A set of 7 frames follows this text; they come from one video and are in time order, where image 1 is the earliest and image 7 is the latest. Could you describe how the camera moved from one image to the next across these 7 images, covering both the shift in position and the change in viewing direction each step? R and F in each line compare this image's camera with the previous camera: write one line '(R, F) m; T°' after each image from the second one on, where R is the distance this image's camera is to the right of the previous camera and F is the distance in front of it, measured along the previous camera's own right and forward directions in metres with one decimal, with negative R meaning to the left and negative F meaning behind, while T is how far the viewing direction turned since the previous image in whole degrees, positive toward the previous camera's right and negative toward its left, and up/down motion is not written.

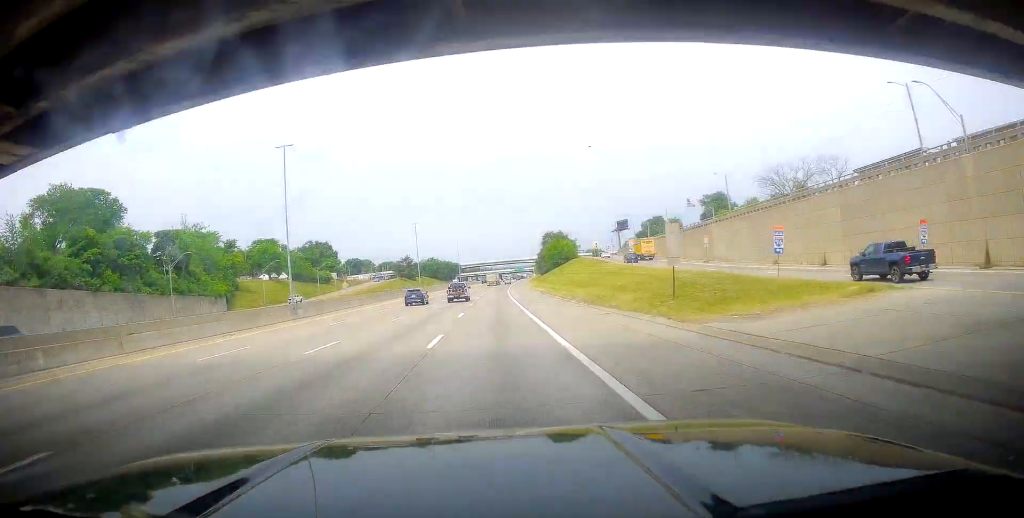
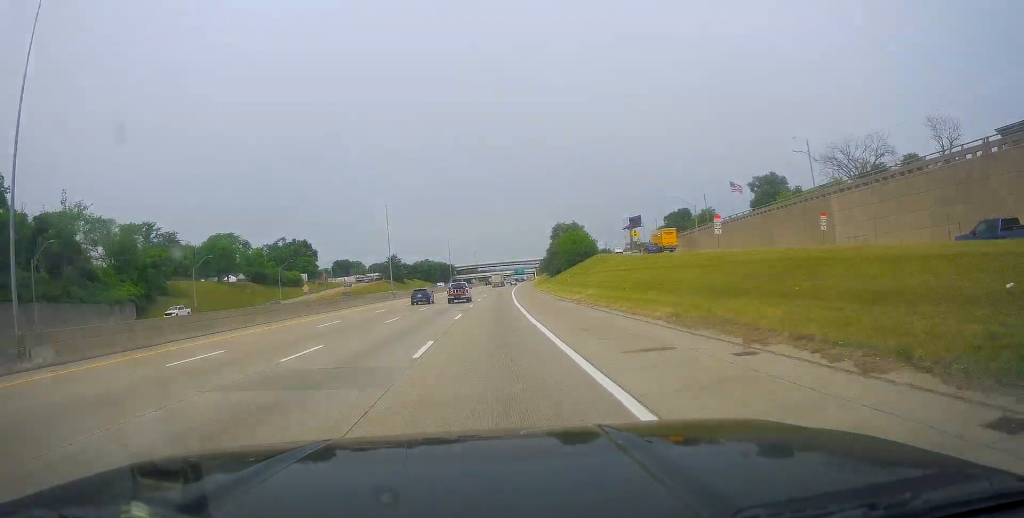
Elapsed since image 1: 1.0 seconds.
(-0.1, +31.9) m; 0°
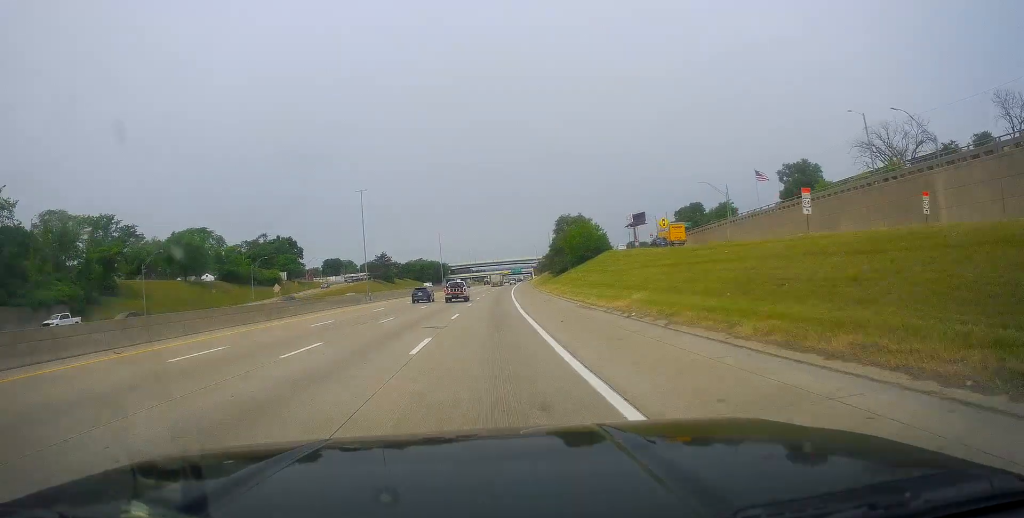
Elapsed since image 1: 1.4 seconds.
(-0.1, +15.3) m; 0°
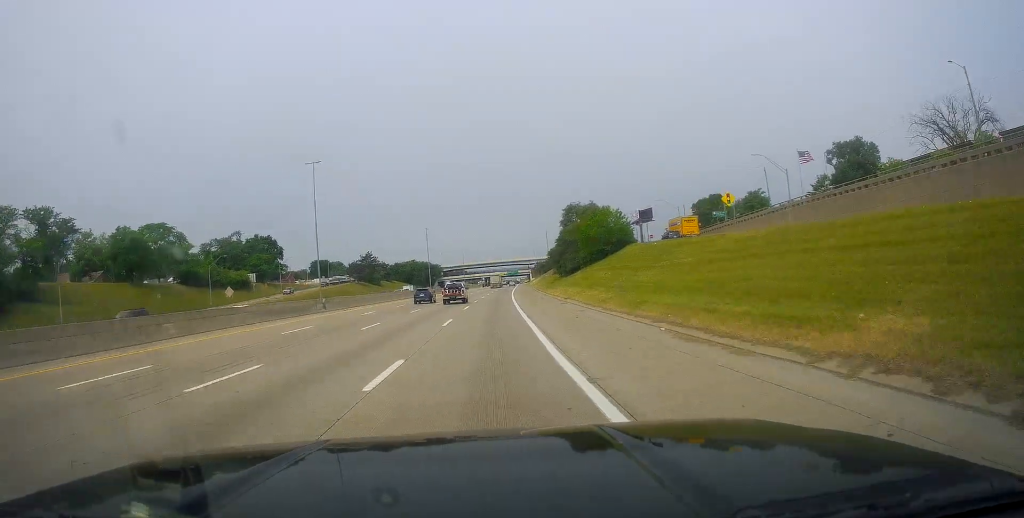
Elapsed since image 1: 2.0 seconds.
(-0.1, +19.6) m; +1°
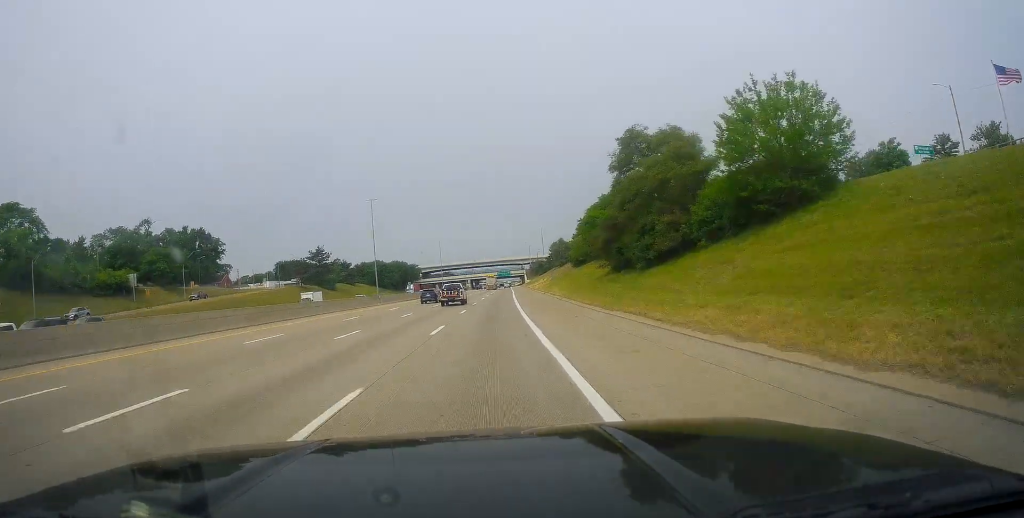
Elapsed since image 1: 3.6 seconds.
(+0.5, +50.3) m; +1°
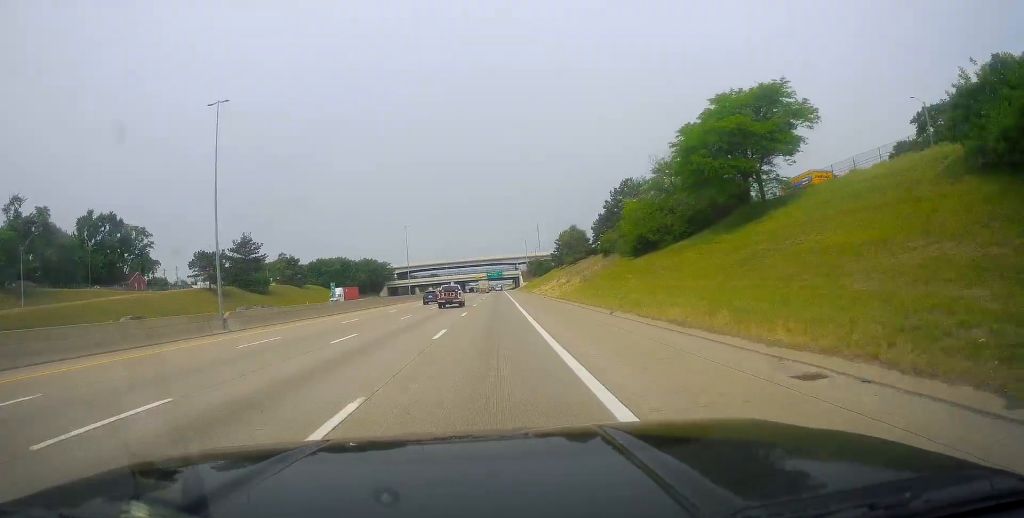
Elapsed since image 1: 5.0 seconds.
(+0.5, +46.6) m; +2°
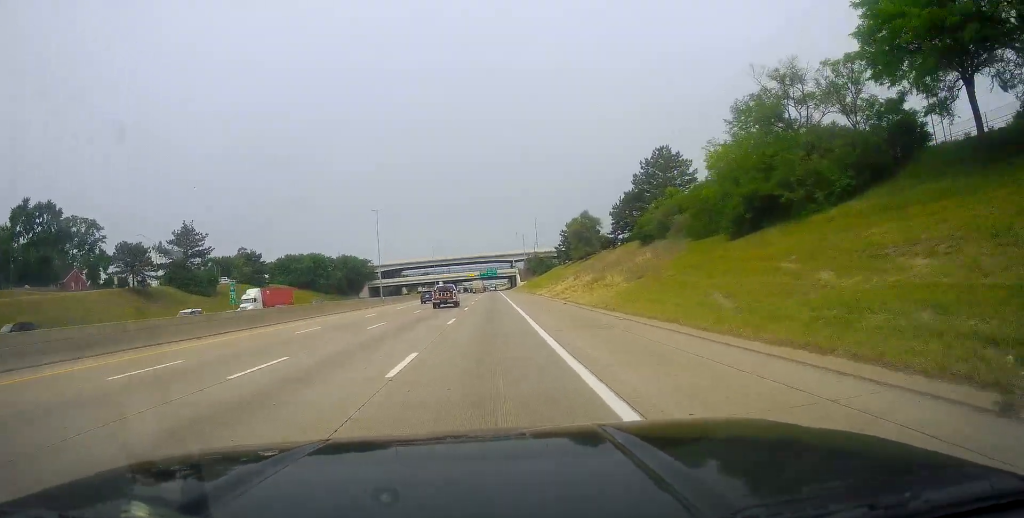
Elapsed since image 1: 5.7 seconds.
(+0.2, +23.8) m; +1°
